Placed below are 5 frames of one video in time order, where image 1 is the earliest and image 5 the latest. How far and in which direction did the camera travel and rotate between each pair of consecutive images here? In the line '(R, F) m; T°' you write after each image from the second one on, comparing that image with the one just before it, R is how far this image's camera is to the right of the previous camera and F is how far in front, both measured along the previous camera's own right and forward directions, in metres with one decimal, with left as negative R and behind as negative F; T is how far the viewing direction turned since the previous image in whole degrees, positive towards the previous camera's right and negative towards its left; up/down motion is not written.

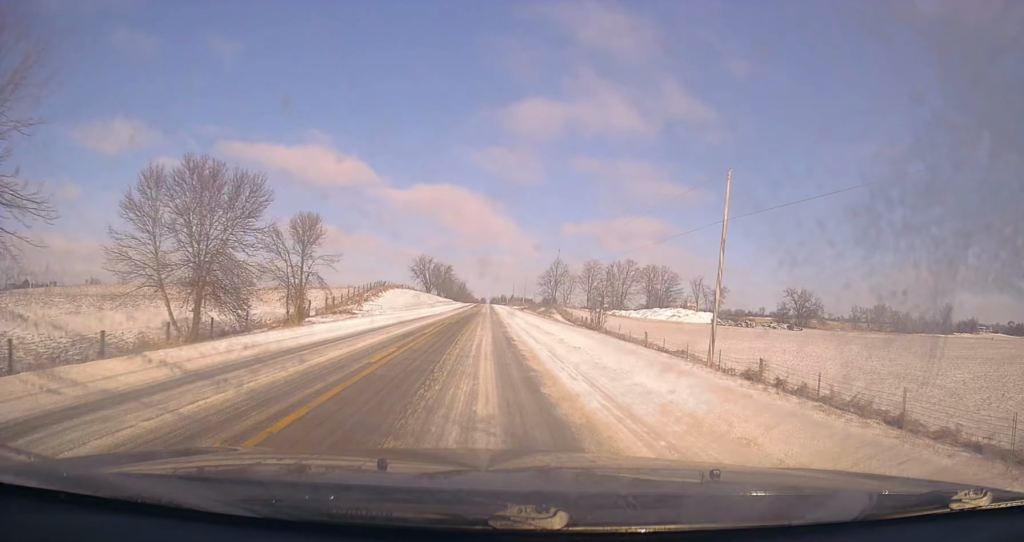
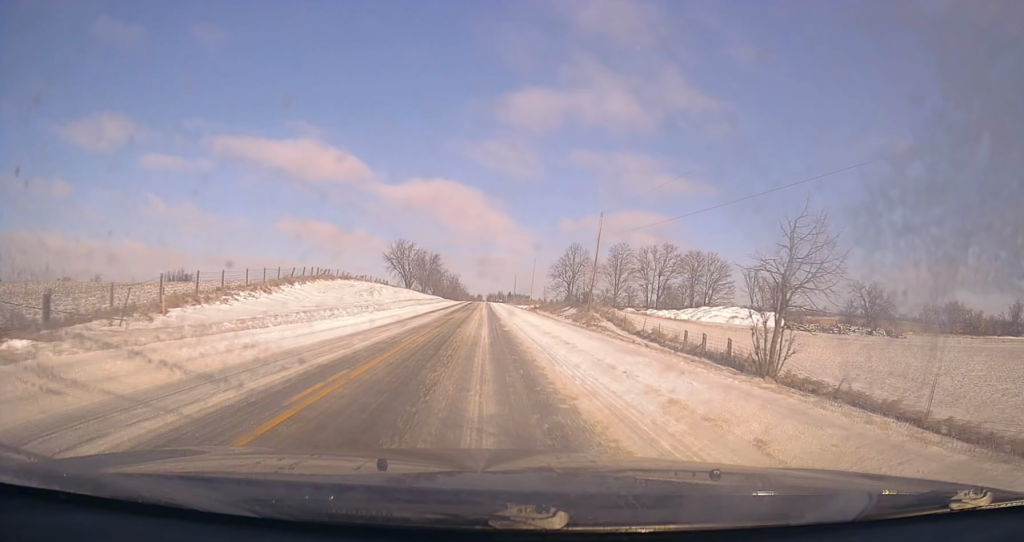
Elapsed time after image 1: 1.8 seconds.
(-0.2, +41.4) m; 0°
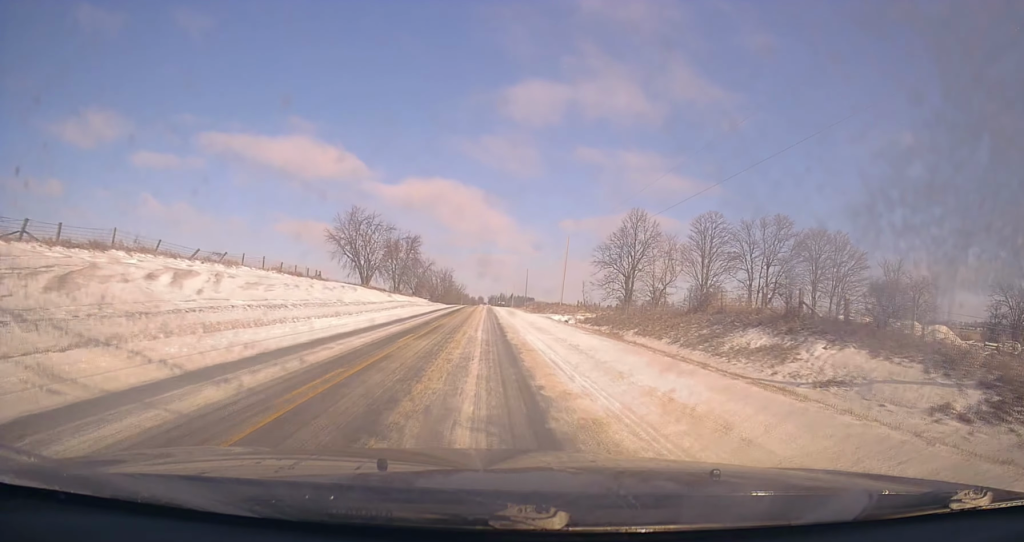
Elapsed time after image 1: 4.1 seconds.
(+0.3, +54.8) m; +1°
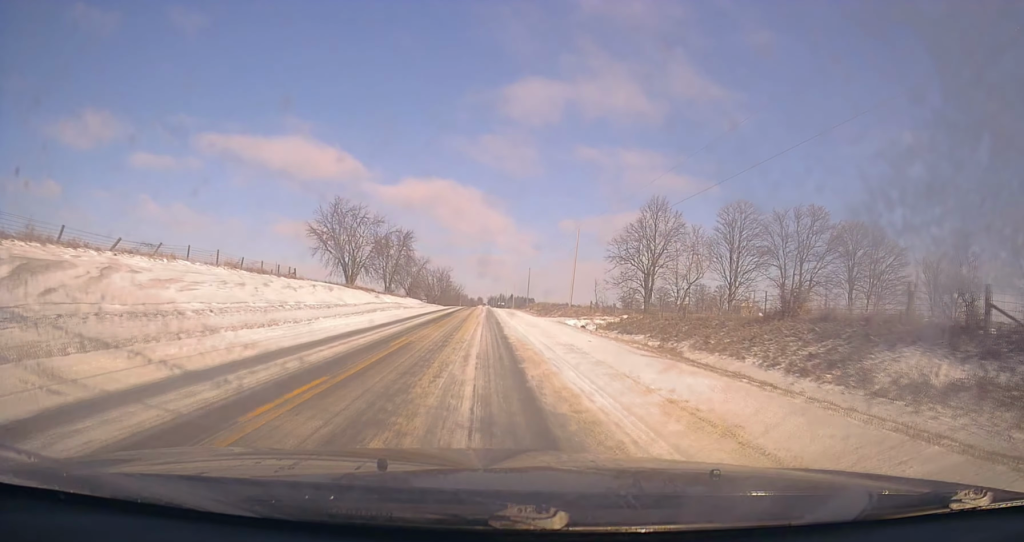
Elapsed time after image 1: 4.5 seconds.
(+0.2, +10.1) m; 0°
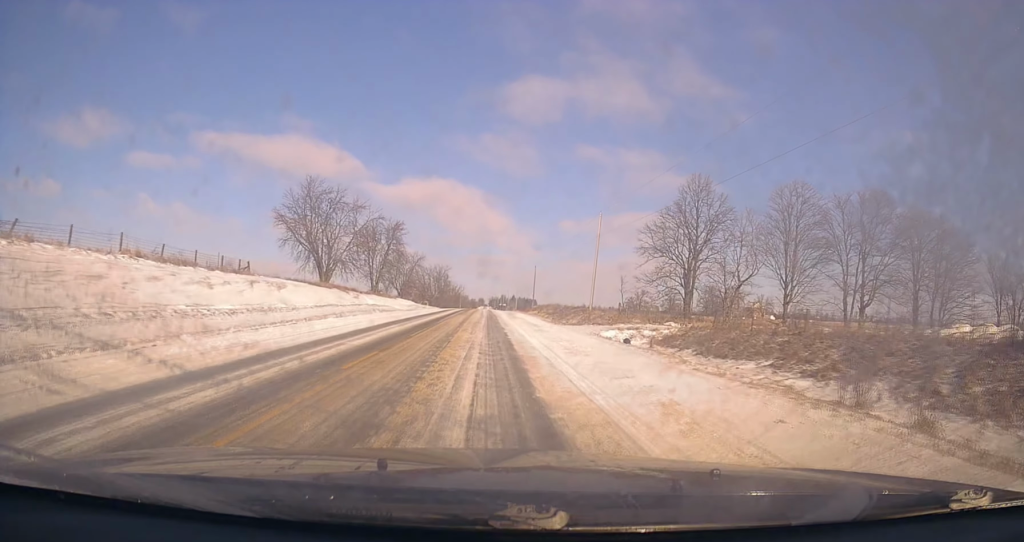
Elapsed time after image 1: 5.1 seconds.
(+0.2, +14.2) m; 0°
